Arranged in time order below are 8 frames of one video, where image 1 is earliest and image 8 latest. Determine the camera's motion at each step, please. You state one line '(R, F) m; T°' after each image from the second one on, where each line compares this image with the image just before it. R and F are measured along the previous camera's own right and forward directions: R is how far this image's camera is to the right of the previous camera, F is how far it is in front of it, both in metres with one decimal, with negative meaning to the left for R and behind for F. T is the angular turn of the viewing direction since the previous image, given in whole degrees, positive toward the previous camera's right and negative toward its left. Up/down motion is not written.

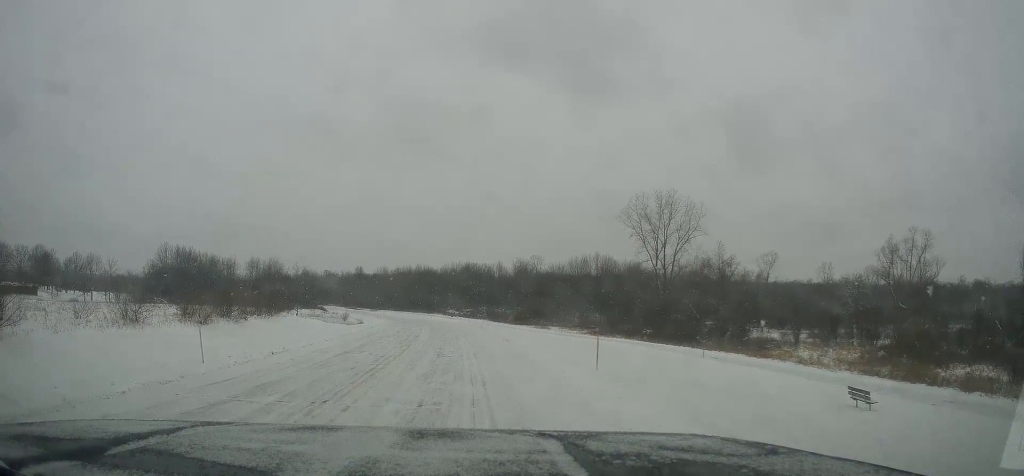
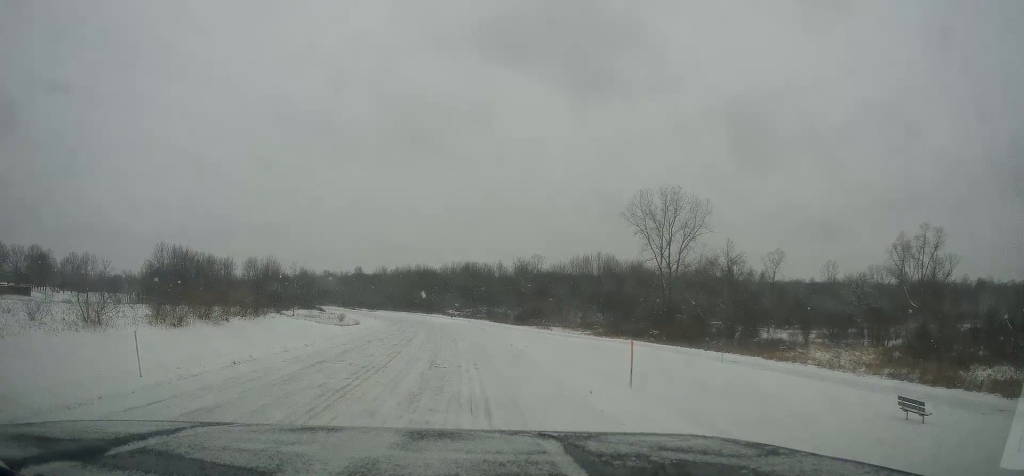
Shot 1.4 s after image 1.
(-0.1, +3.1) m; -4°
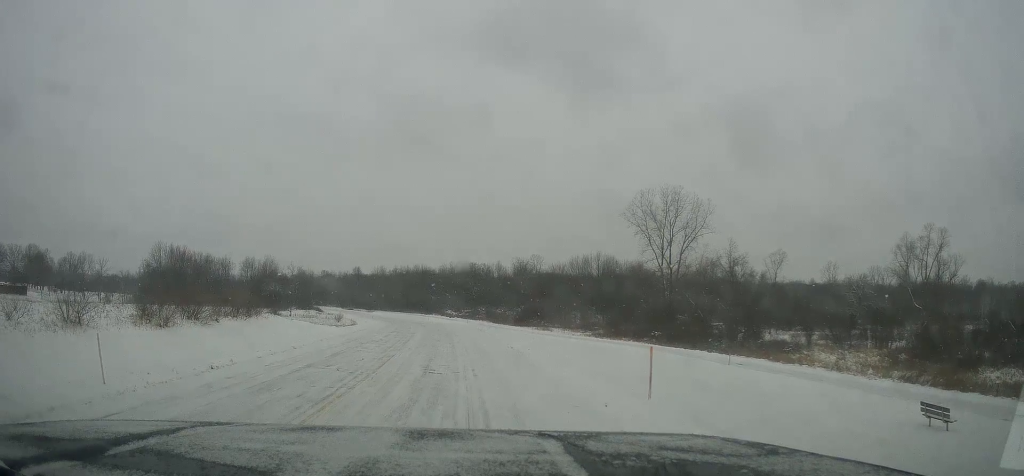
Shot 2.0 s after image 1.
(0.0, +1.3) m; -1°
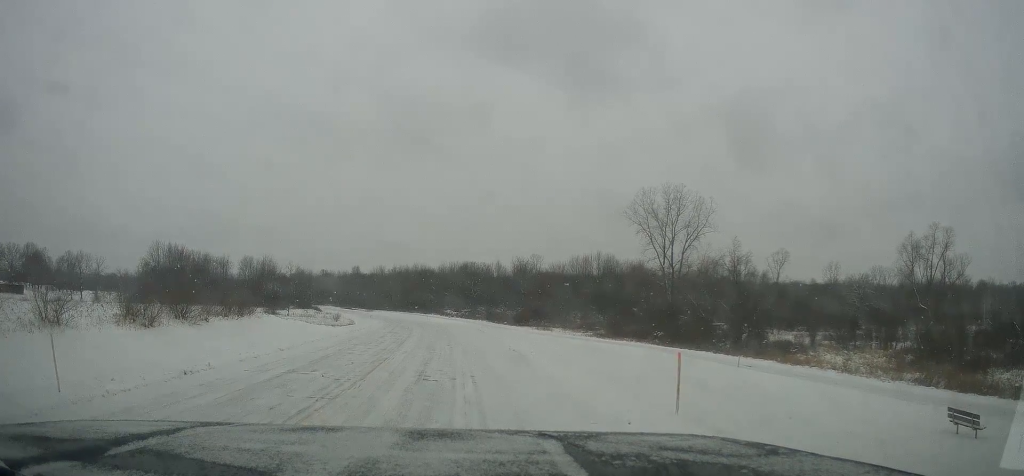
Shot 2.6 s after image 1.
(0.0, +1.4) m; -2°
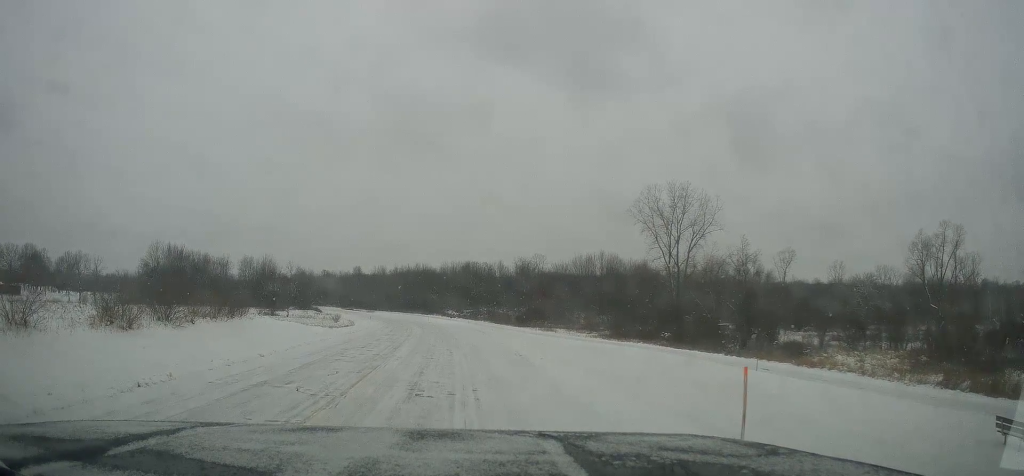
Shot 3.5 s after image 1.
(0.0, +2.0) m; -1°
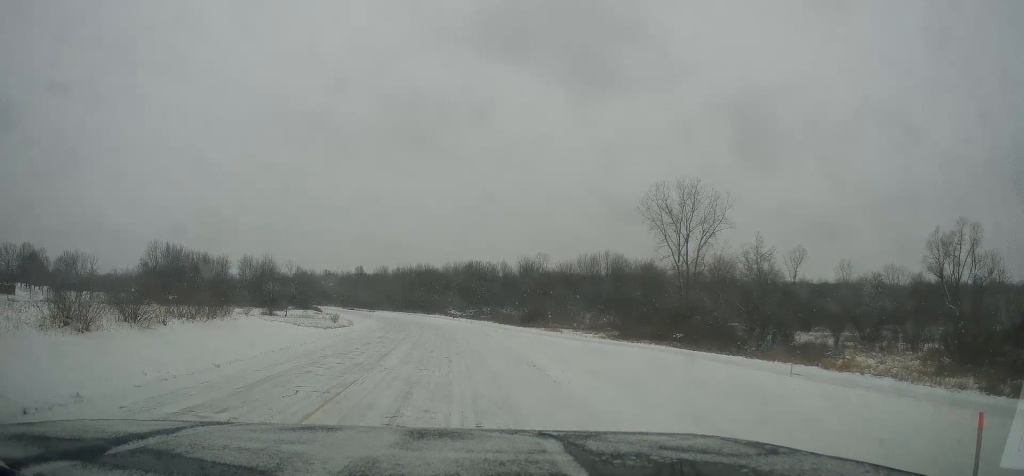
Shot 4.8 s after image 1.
(0.0, +3.0) m; 0°
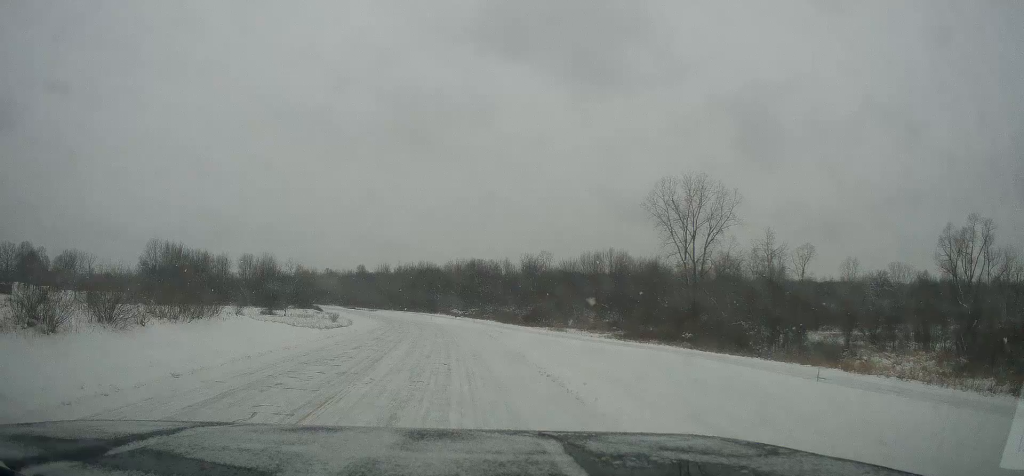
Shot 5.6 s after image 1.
(0.0, +2.1) m; 0°
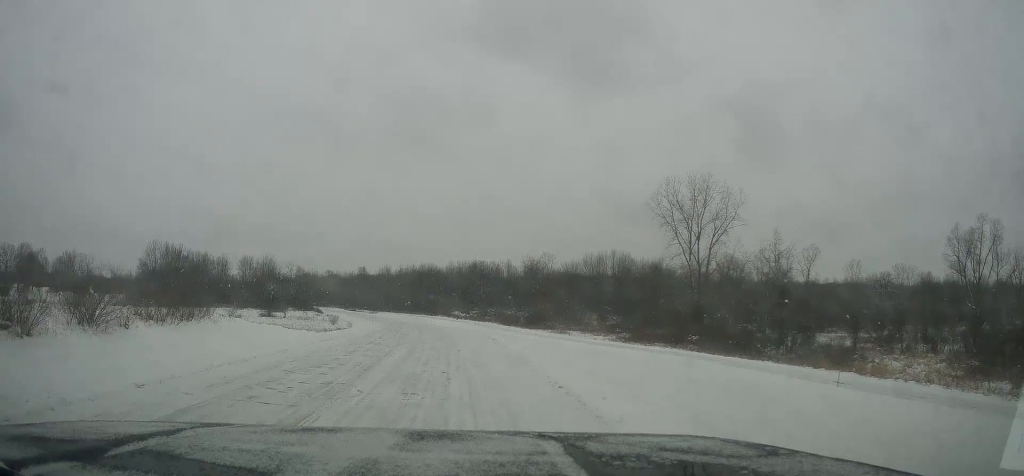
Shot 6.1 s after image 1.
(0.0, +1.4) m; 0°
